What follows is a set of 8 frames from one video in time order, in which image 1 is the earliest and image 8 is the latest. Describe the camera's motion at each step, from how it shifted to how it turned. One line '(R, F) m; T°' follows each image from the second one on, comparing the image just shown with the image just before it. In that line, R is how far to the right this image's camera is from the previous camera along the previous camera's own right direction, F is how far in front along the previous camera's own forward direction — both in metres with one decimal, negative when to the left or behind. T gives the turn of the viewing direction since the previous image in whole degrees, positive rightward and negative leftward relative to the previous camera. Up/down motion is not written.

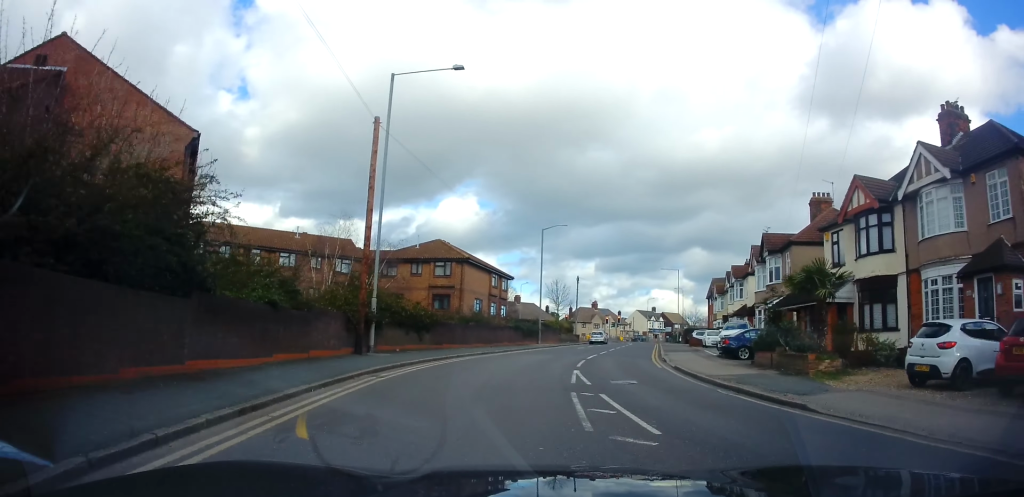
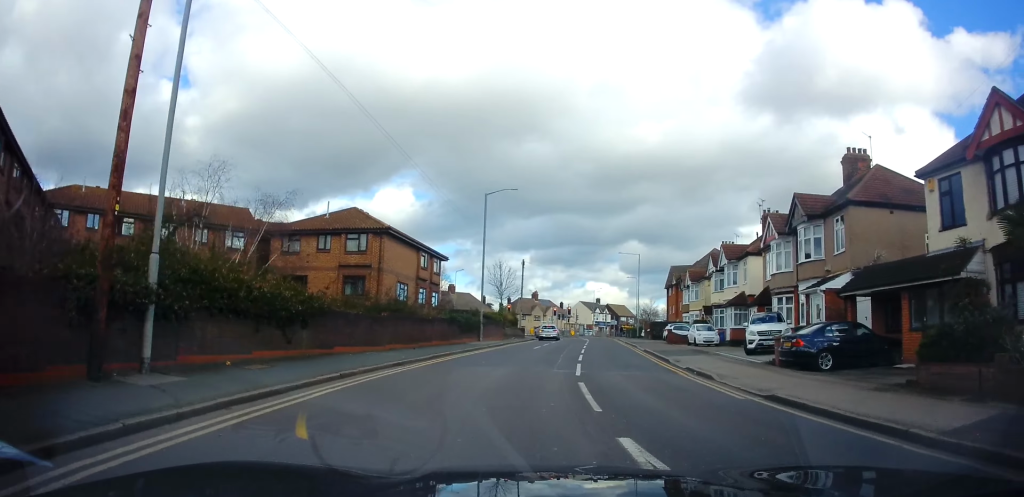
(+0.5, +10.4) m; +5°
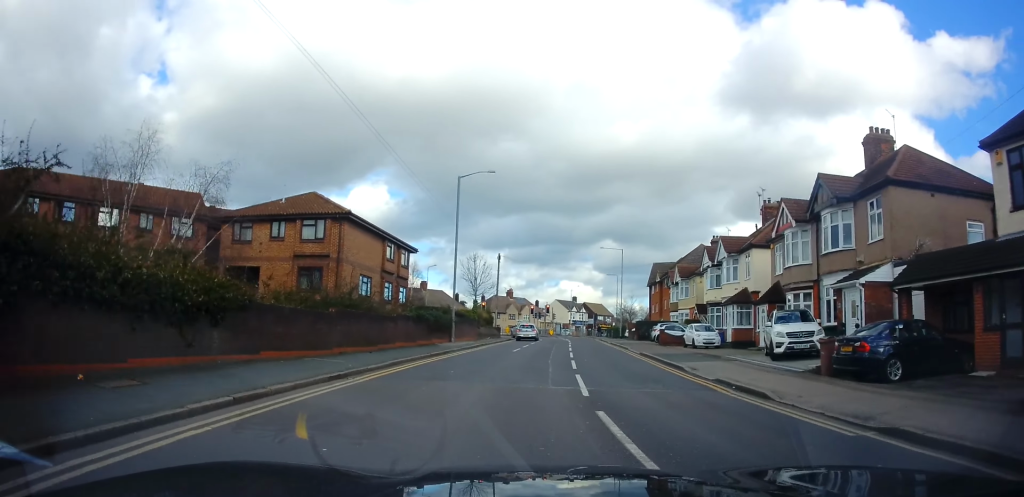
(+0.1, +4.0) m; +3°
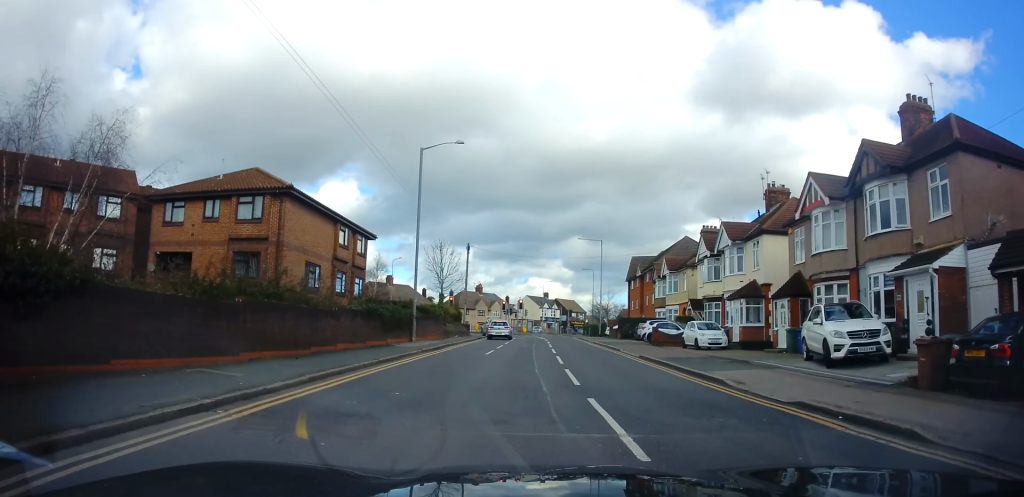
(-0.1, +4.9) m; +3°
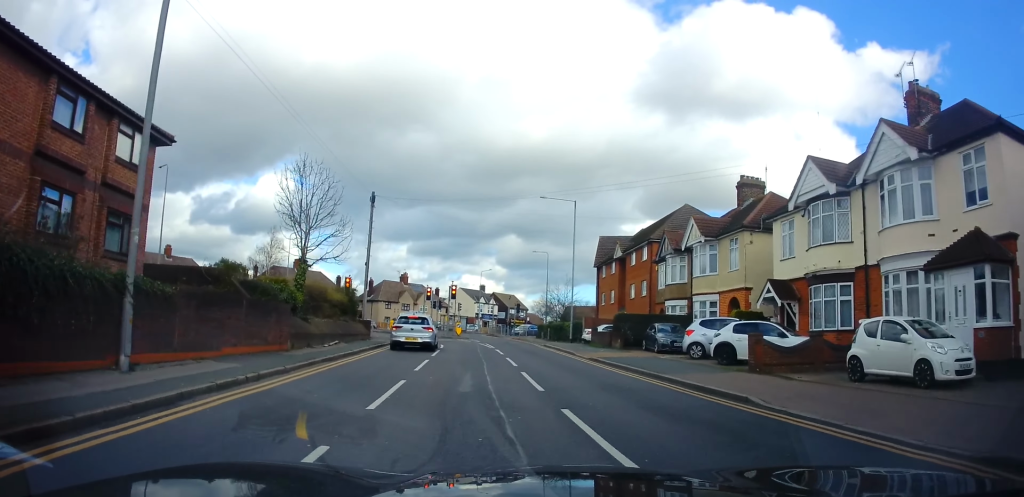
(+1.3, +19.3) m; +4°
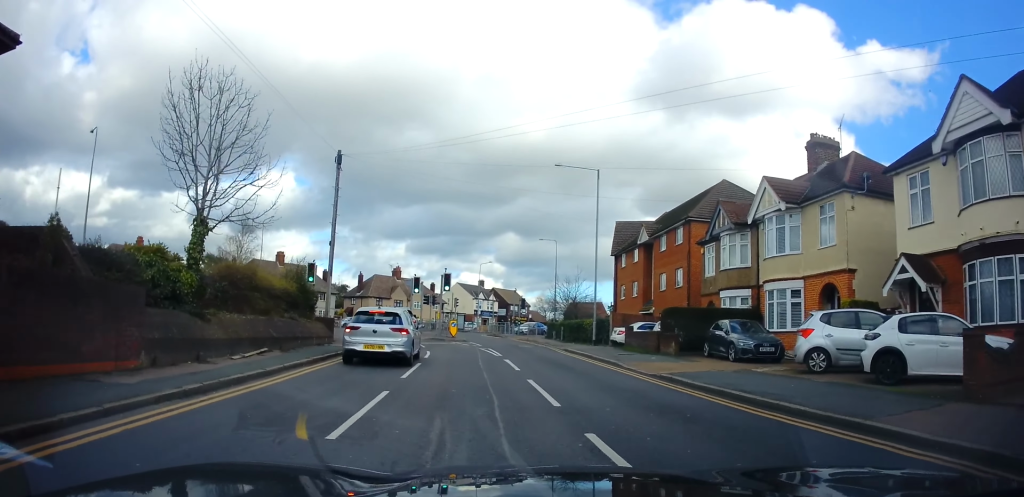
(+0.2, +7.9) m; +3°
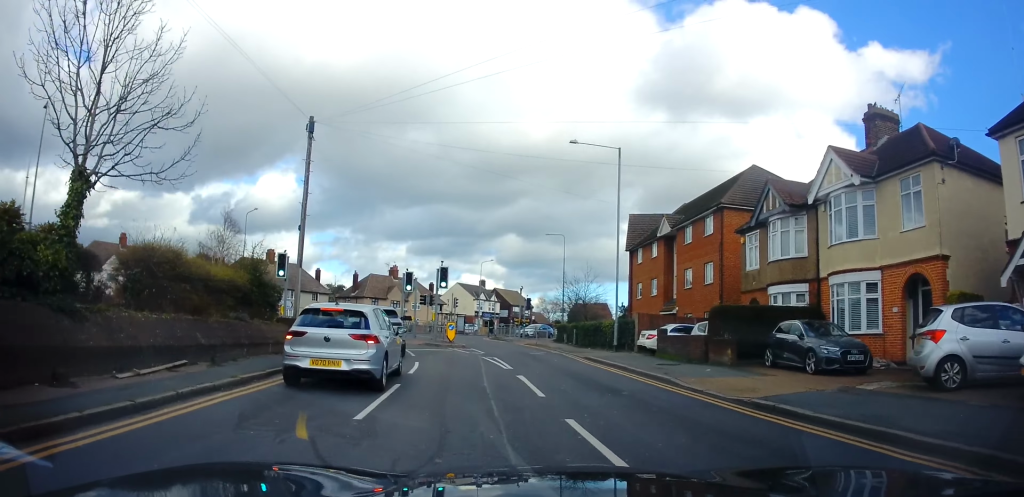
(+0.1, +4.8) m; 0°
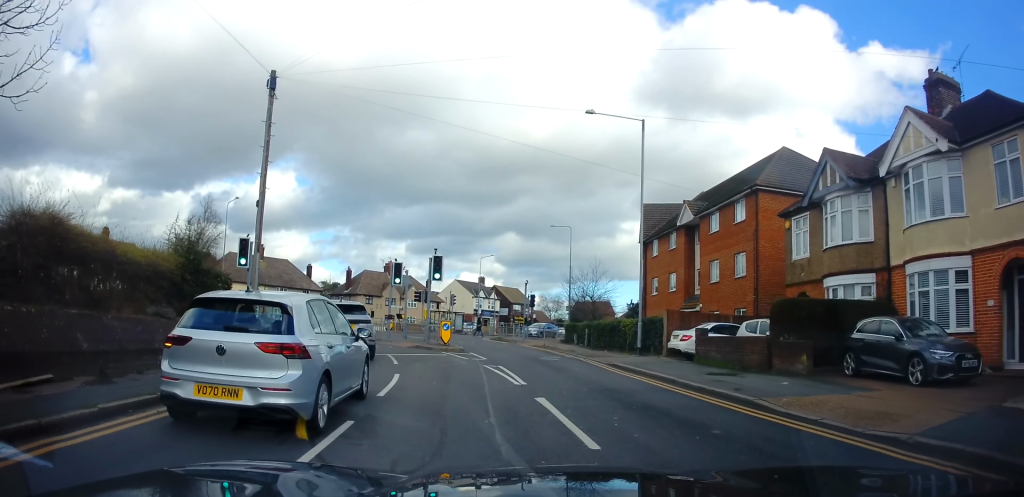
(-0.2, +4.1) m; 0°
